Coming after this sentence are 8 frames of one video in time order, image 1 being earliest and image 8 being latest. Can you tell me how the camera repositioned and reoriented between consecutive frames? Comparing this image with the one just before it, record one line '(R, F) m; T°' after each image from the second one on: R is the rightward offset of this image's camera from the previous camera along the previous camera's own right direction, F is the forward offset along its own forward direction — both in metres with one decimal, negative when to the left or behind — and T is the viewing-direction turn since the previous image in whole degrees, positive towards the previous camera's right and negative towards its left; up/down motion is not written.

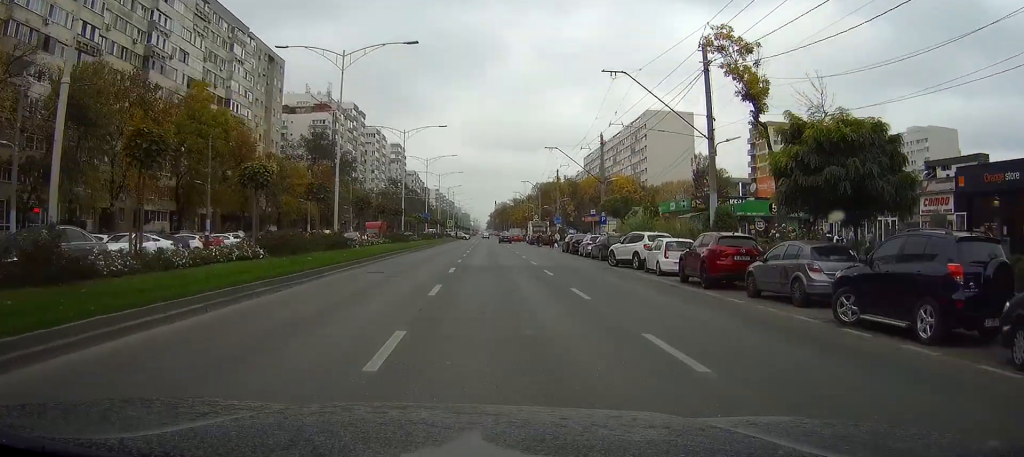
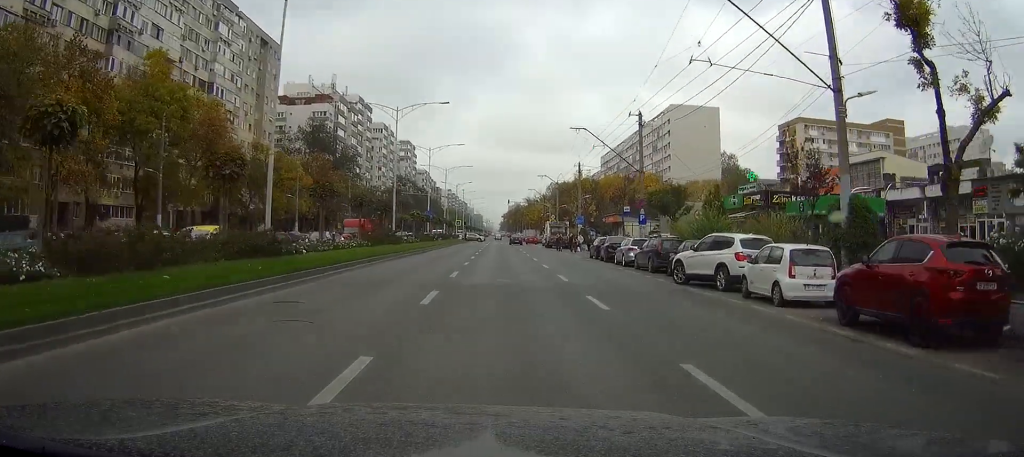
(-0.2, +11.1) m; -1°
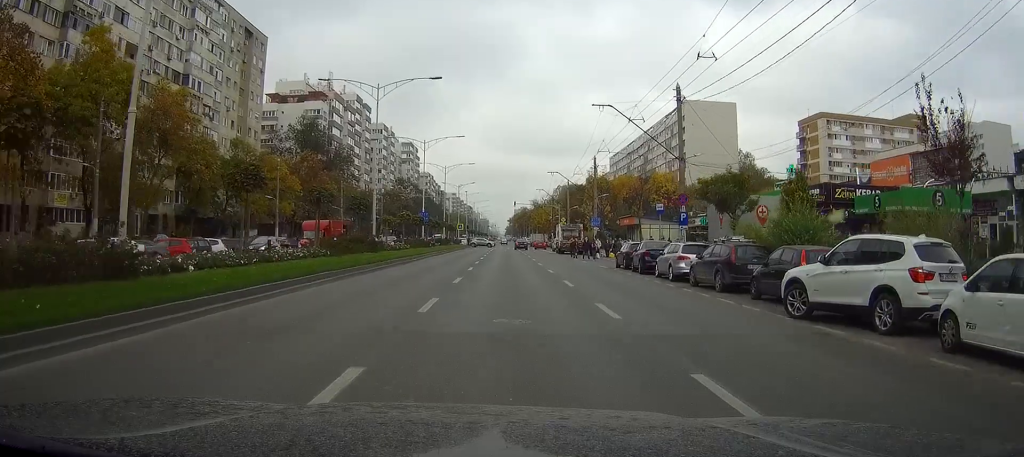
(-0.1, +9.2) m; -1°
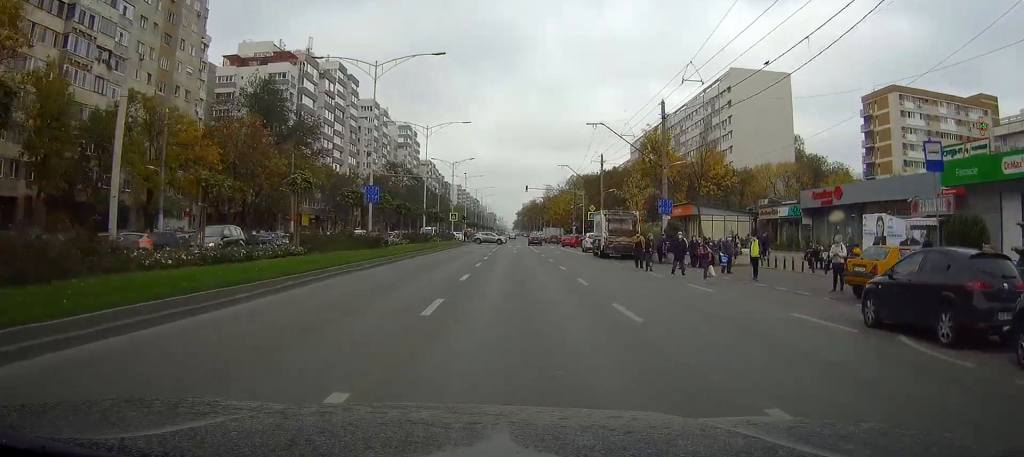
(0.0, +27.7) m; 0°
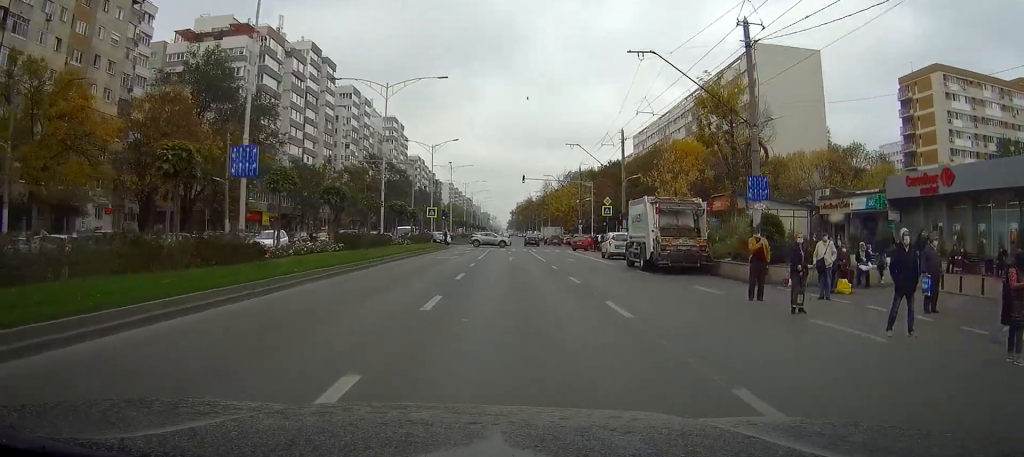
(-0.1, +16.9) m; -1°
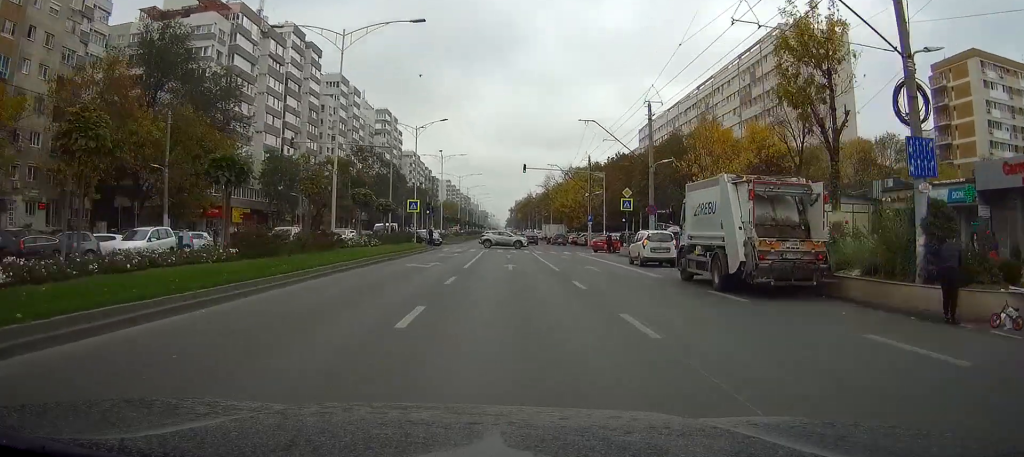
(0.0, +11.4) m; 0°
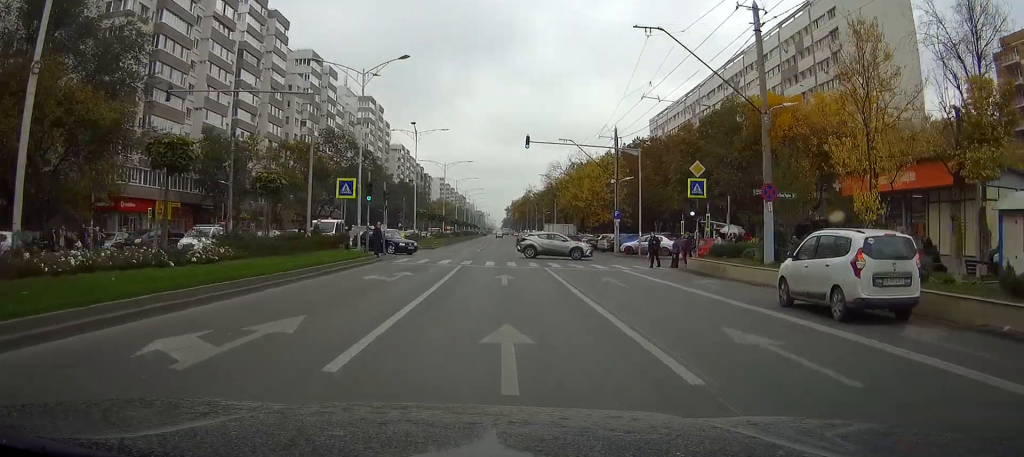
(0.0, +21.0) m; +1°
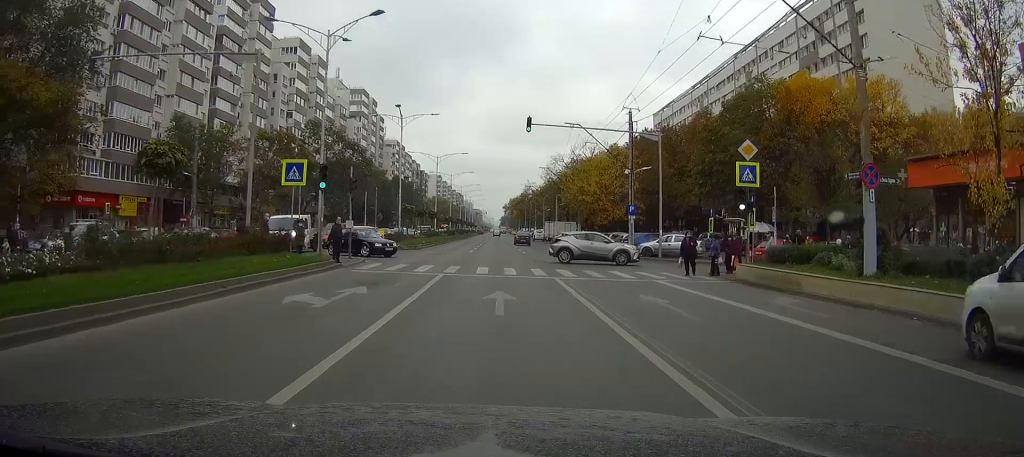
(0.0, +7.4) m; 0°
